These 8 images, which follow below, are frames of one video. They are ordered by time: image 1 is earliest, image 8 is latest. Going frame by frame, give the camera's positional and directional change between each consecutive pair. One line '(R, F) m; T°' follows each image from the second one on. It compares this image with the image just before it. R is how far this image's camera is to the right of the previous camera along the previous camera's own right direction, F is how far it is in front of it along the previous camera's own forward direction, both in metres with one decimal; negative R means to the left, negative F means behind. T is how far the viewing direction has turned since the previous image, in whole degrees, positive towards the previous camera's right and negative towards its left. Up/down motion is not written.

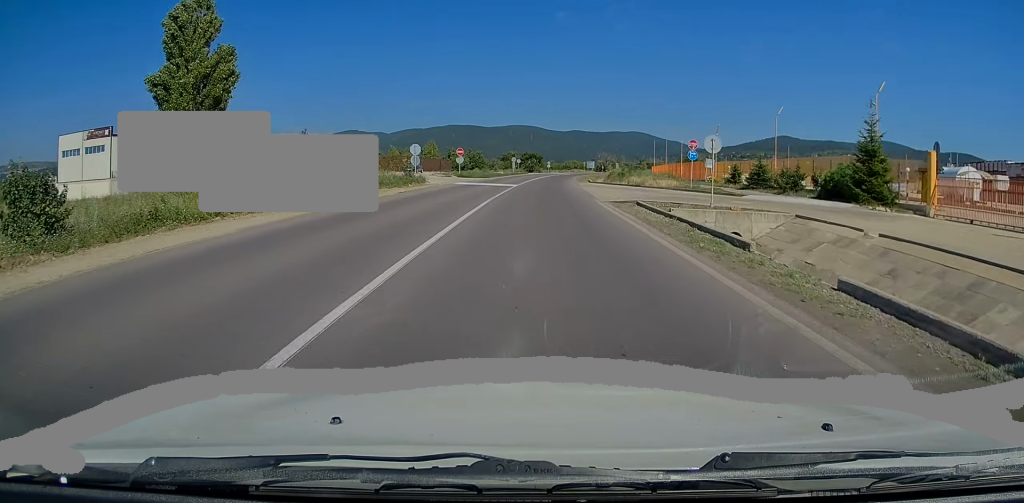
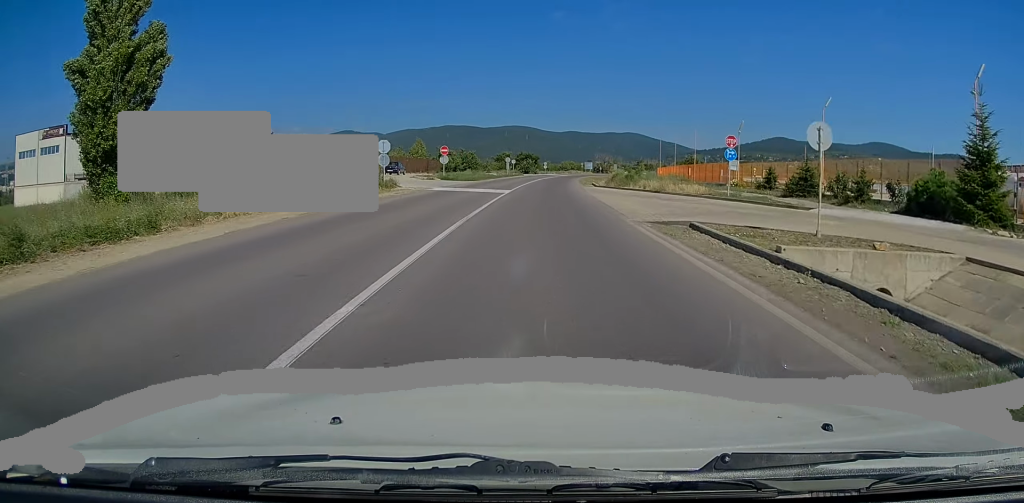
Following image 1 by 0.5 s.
(0.0, +8.1) m; 0°
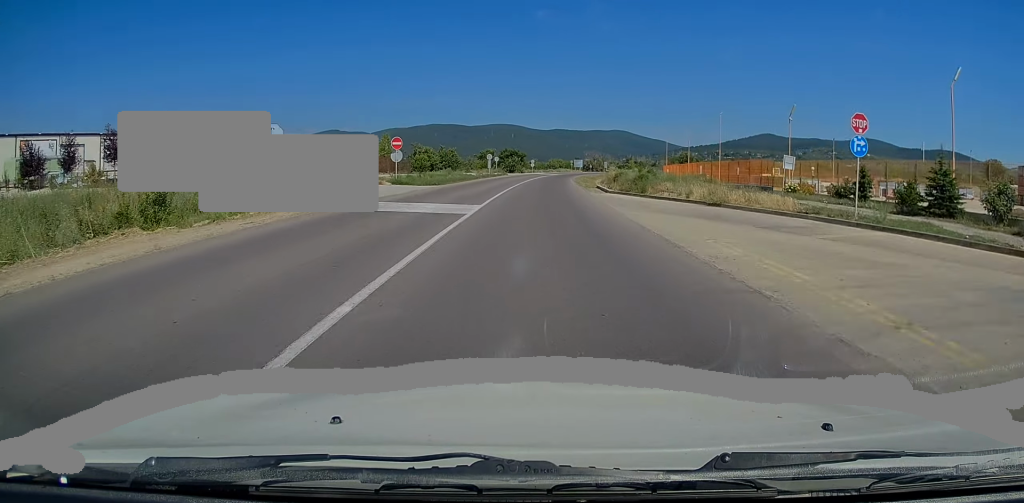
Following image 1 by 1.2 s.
(+0.1, +13.6) m; +1°
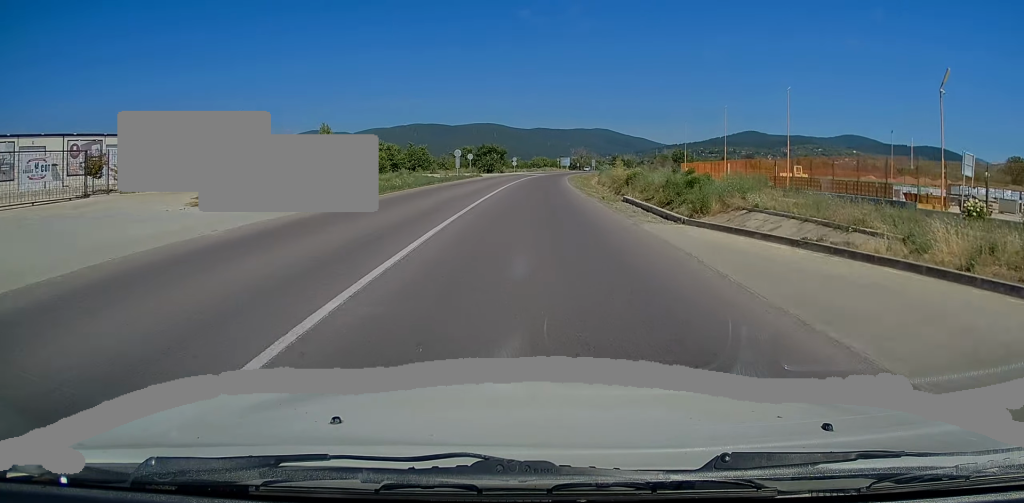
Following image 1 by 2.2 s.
(+0.1, +18.6) m; +1°
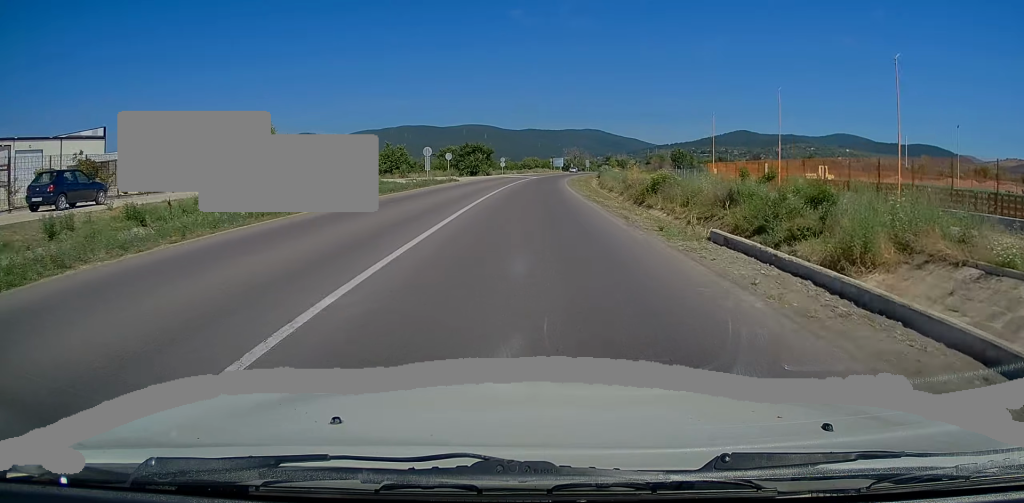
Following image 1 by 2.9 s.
(+0.1, +13.5) m; +1°
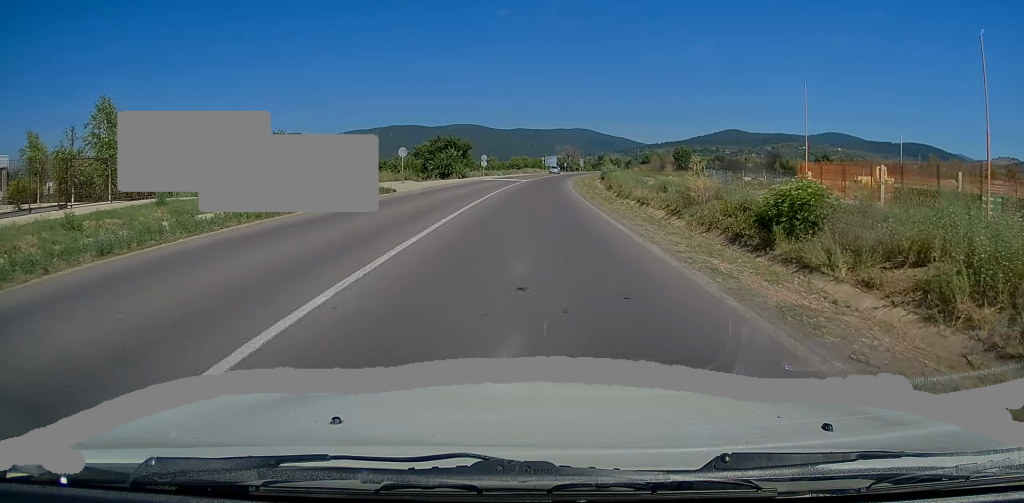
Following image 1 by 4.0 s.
(+0.3, +20.6) m; +1°
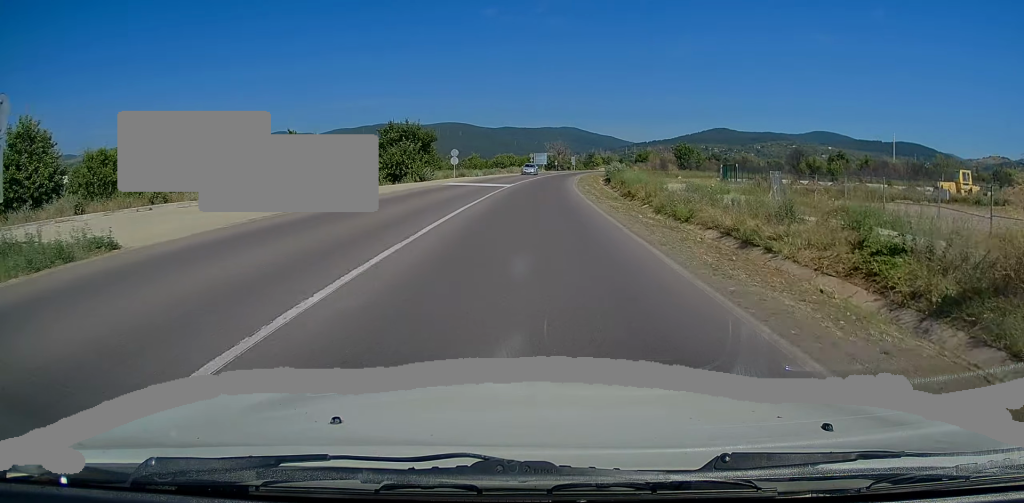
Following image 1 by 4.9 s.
(+0.2, +19.9) m; +2°
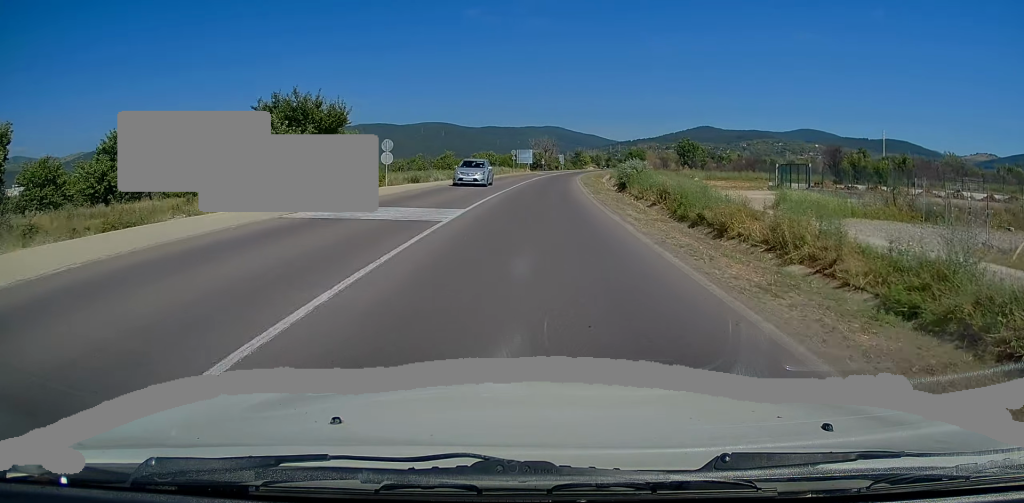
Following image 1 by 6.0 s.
(+0.3, +23.4) m; +2°
